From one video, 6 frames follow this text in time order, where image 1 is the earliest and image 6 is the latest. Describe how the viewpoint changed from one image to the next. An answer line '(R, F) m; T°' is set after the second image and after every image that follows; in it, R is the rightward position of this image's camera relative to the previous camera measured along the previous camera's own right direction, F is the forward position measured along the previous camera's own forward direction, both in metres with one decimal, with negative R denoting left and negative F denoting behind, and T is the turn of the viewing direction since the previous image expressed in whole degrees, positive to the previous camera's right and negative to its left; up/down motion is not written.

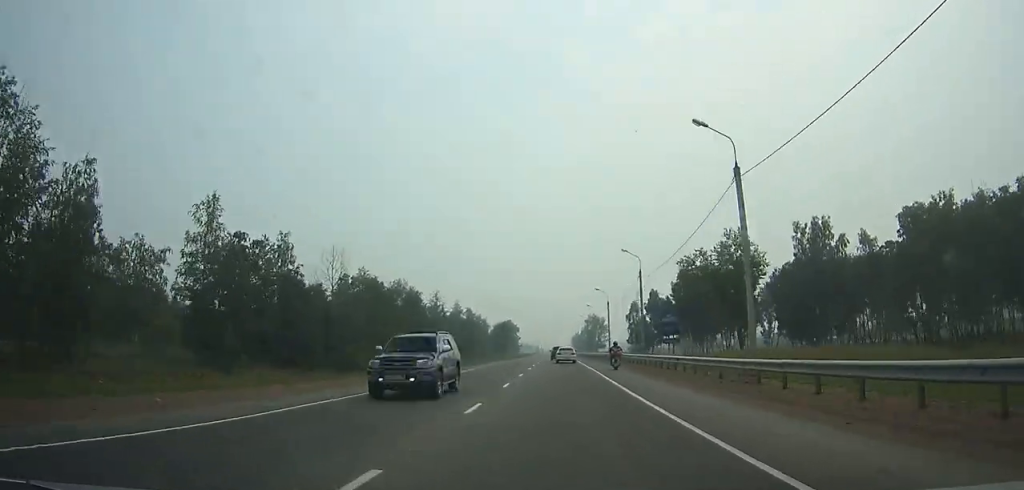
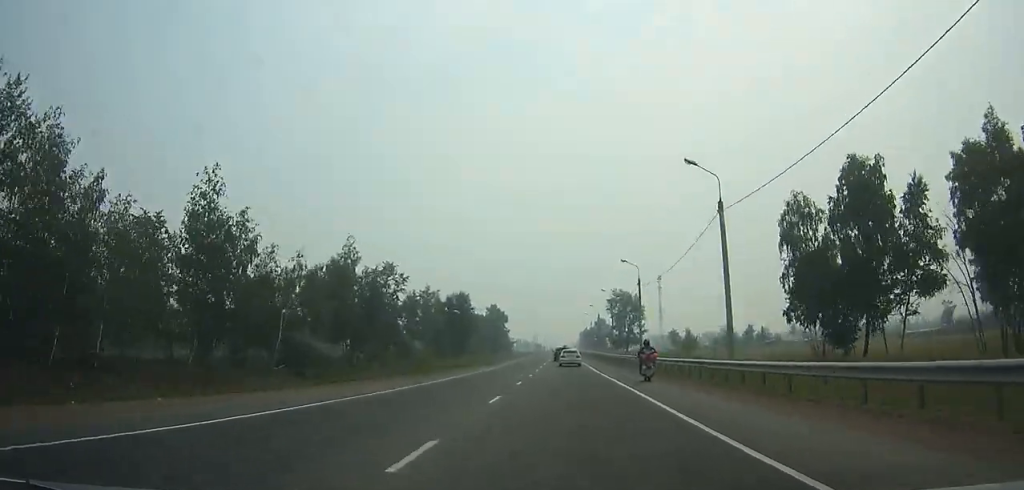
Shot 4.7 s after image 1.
(0.0, +86.0) m; 0°
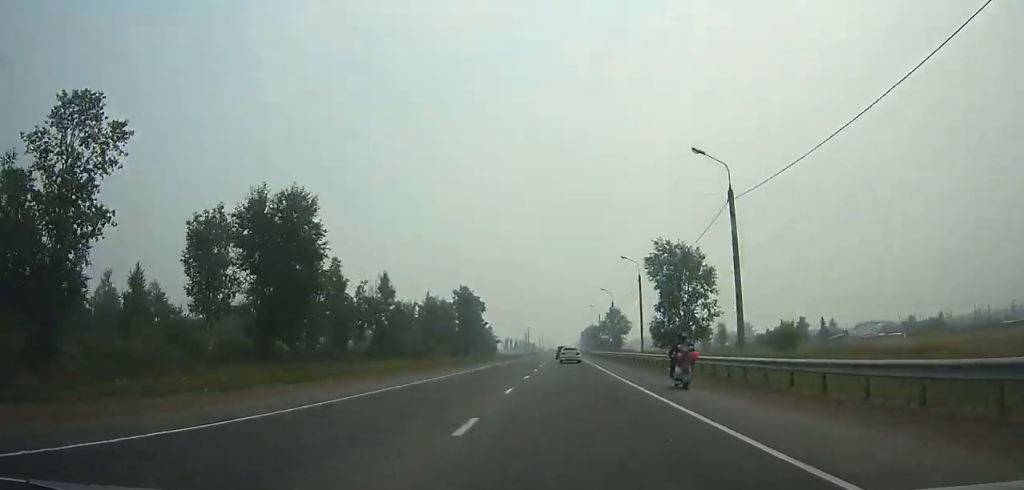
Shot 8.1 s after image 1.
(0.0, +59.4) m; 0°
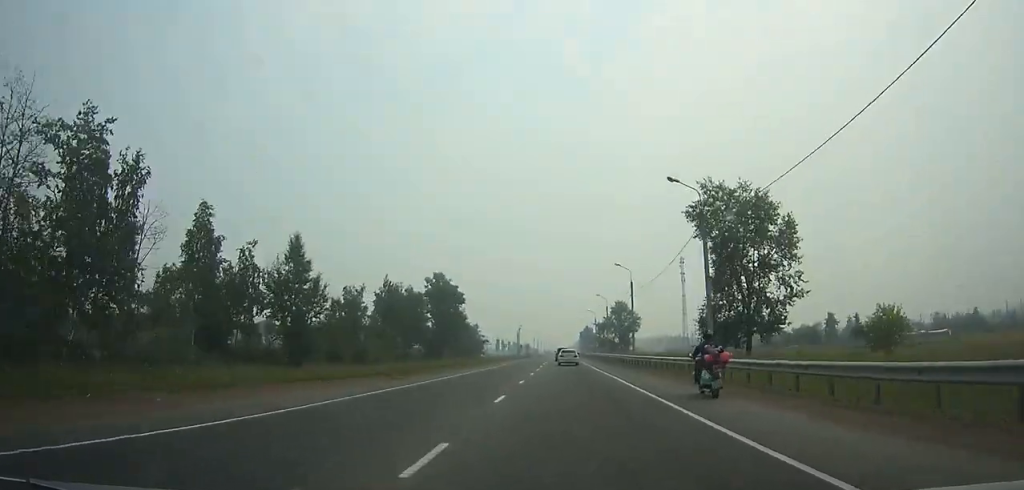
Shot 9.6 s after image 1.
(0.0, +25.7) m; 0°
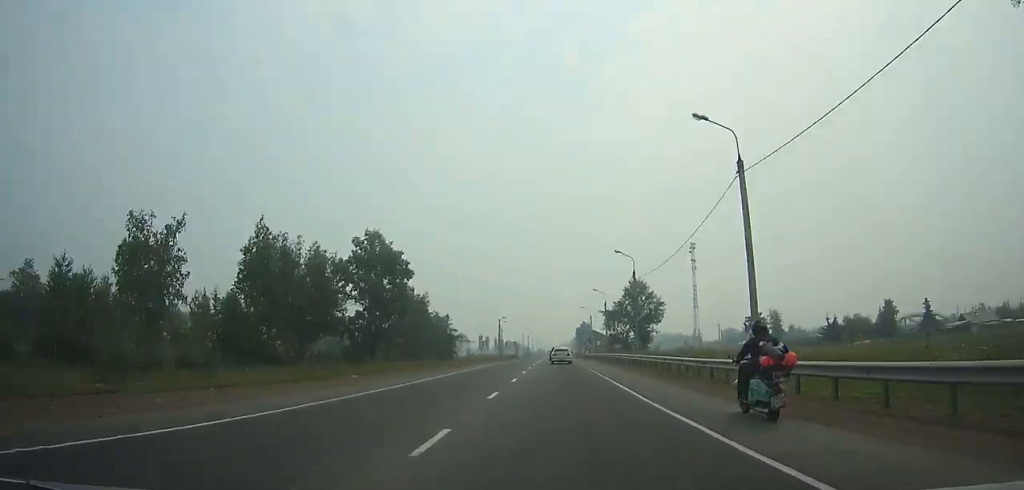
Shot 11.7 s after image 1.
(+0.1, +36.5) m; 0°
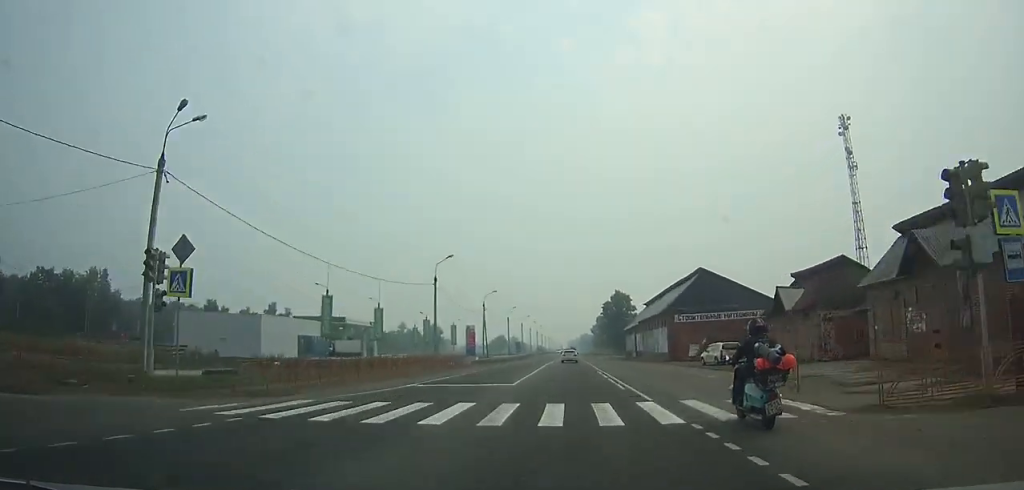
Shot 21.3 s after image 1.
(+0.6, +151.9) m; +1°
